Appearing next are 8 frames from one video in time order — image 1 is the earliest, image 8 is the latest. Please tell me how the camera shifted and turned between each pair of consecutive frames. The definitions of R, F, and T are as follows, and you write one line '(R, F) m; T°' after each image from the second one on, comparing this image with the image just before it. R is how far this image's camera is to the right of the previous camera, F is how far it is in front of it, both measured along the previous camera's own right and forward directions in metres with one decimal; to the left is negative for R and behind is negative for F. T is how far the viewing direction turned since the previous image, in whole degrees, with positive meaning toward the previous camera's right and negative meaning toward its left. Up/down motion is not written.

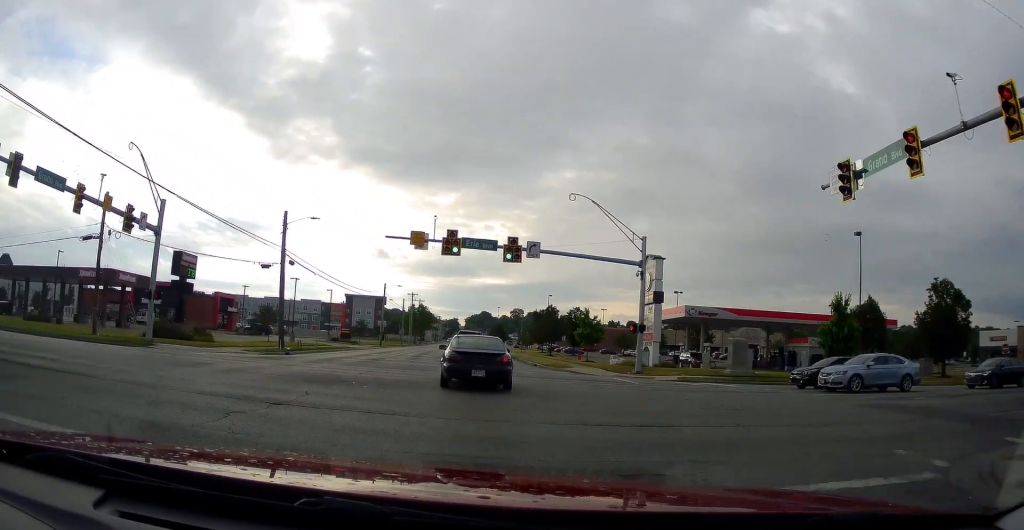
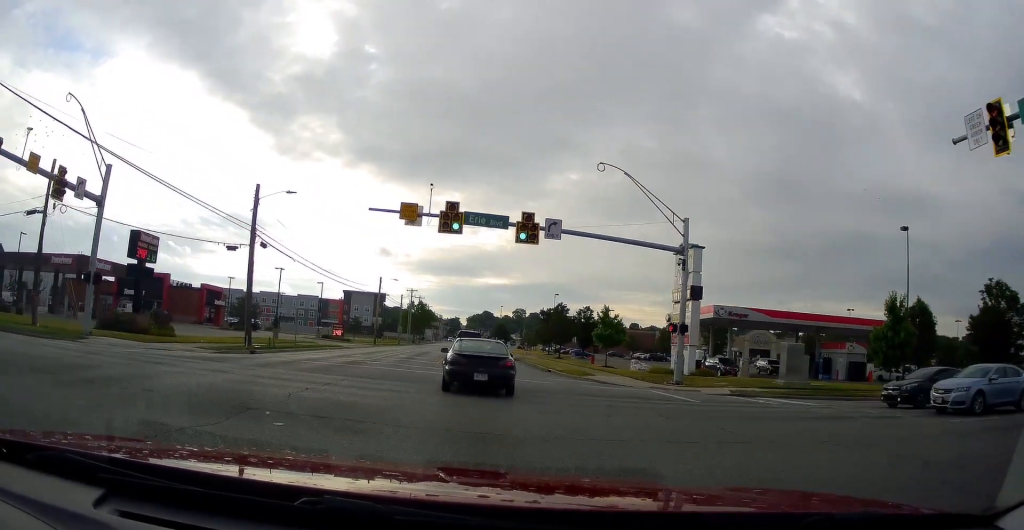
(-0.3, +7.0) m; -2°
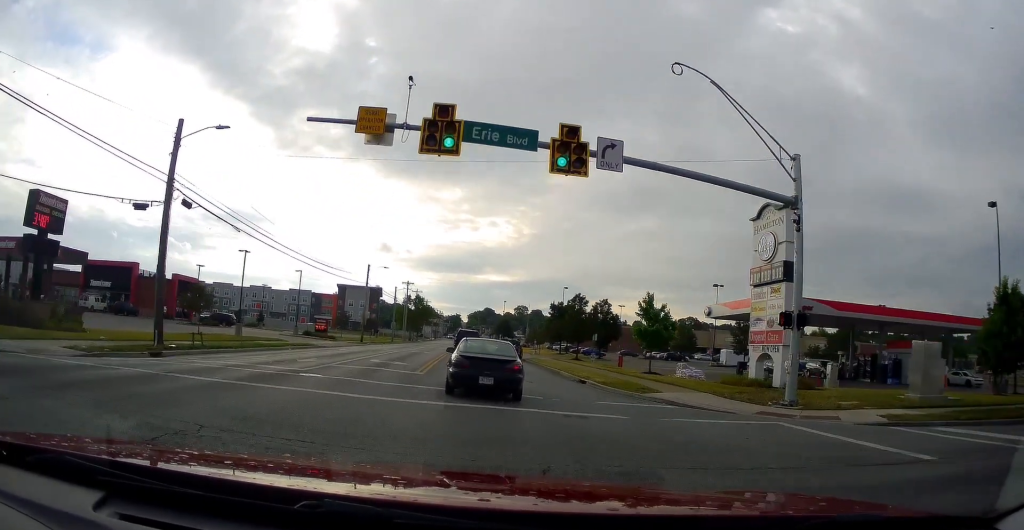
(-0.2, +11.2) m; +1°
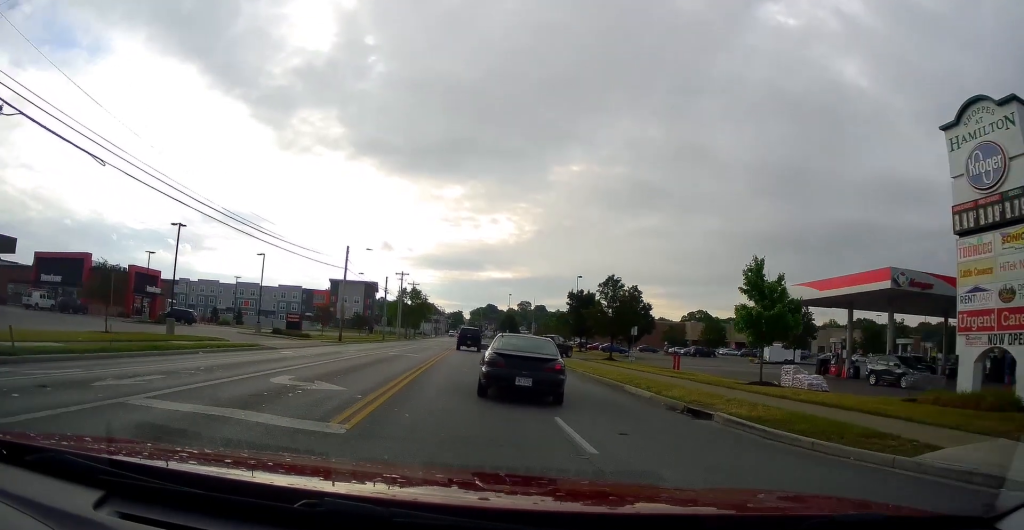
(+0.5, +13.5) m; +1°
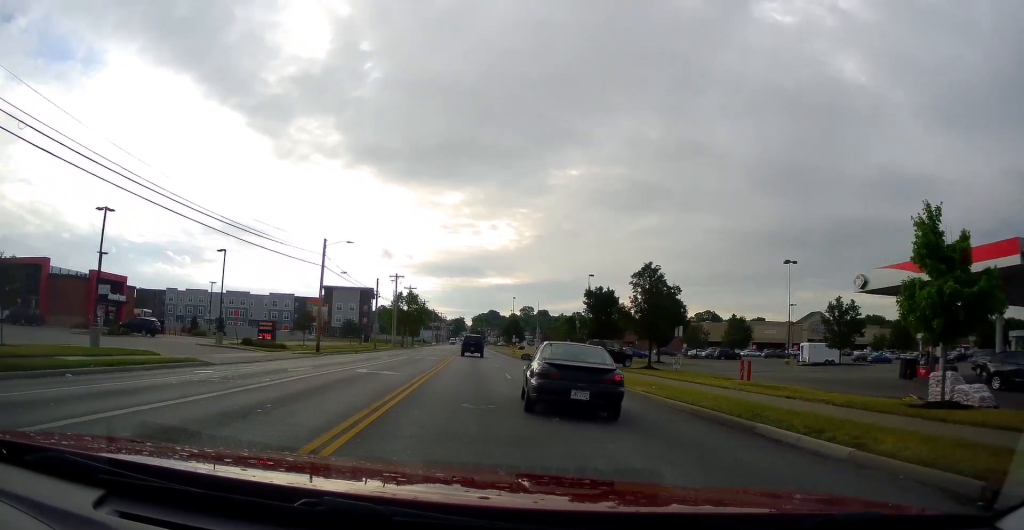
(-0.4, +9.3) m; -2°
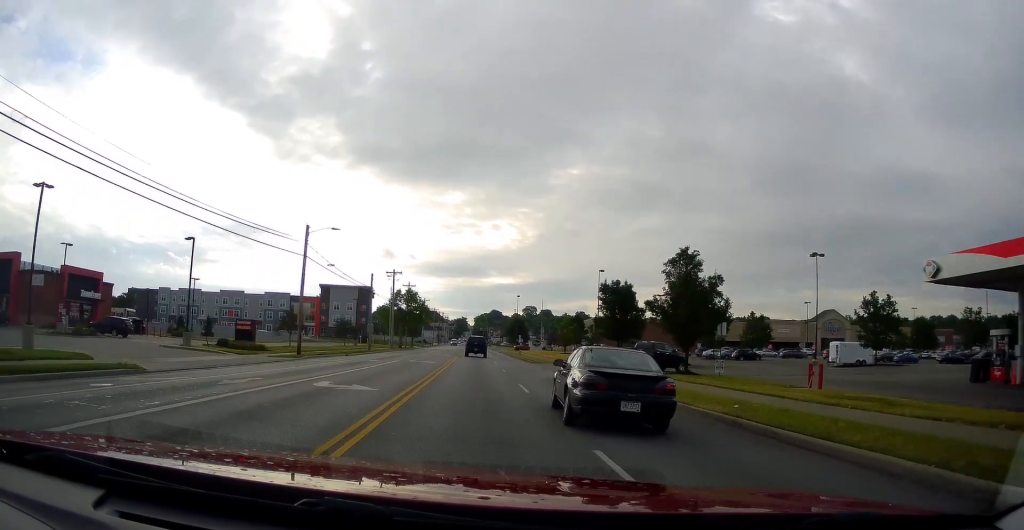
(0.0, +6.2) m; +1°
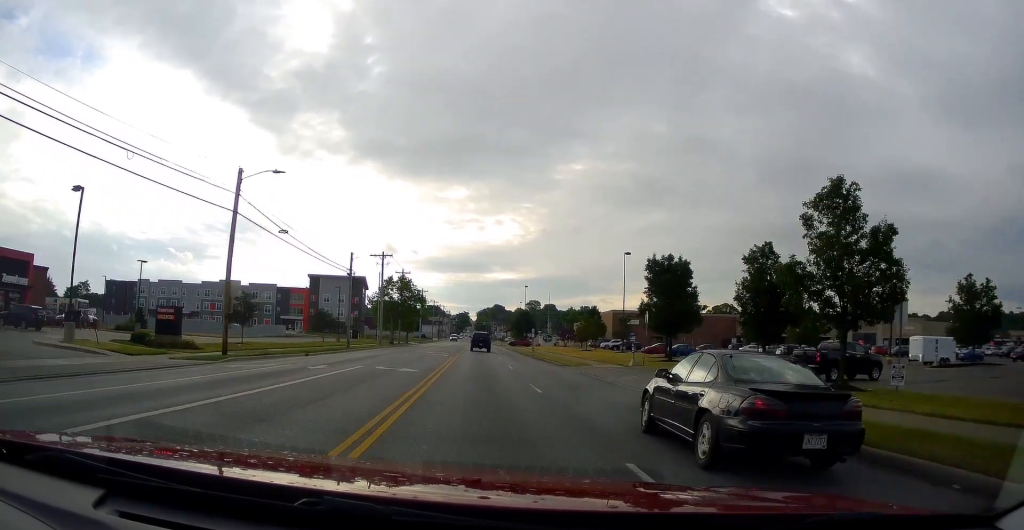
(+0.3, +13.8) m; +3°
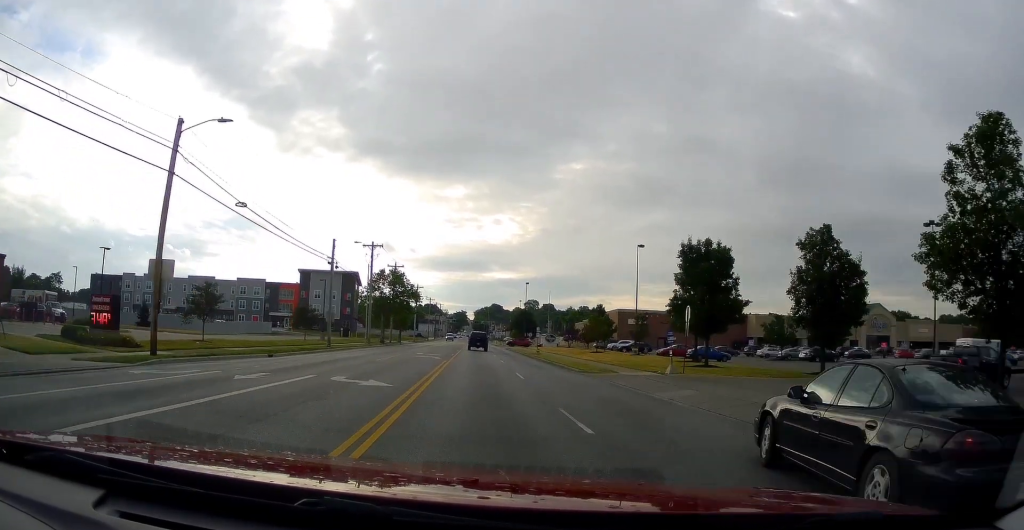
(+0.1, +6.8) m; +1°
